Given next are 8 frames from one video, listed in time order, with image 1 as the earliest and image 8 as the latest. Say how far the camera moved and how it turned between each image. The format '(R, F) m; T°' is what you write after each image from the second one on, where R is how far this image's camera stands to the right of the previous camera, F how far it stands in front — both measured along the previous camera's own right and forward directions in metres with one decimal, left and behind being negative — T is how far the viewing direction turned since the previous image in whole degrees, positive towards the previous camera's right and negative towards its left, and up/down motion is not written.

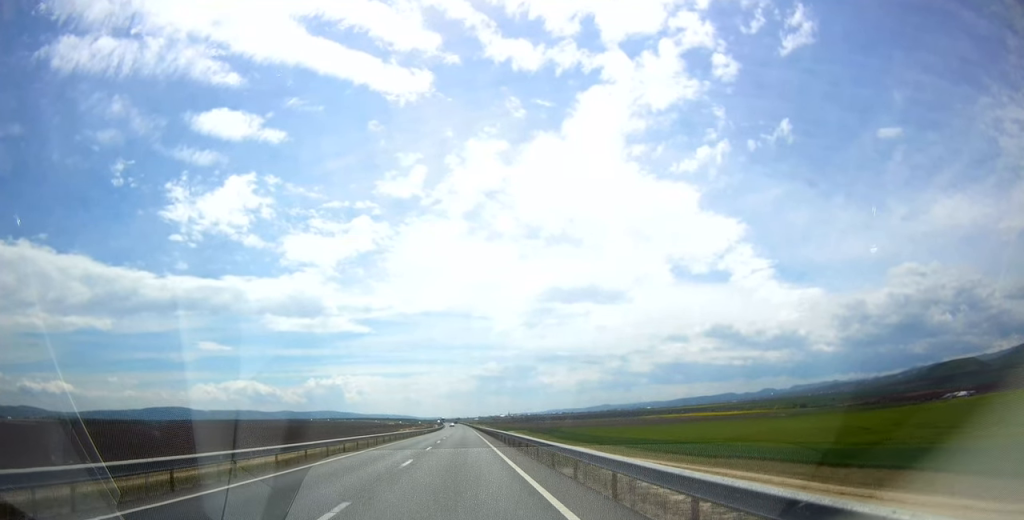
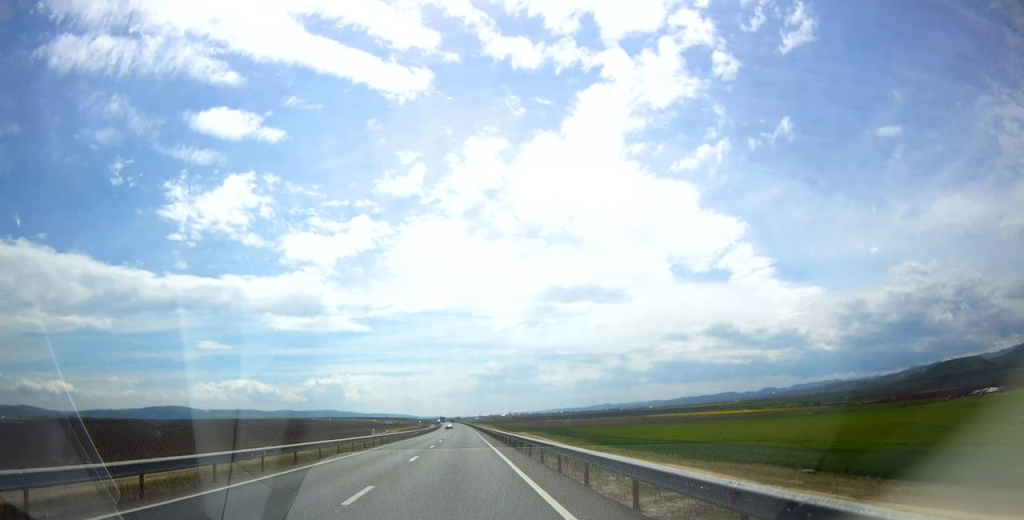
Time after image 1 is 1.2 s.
(0.0, +33.4) m; -1°
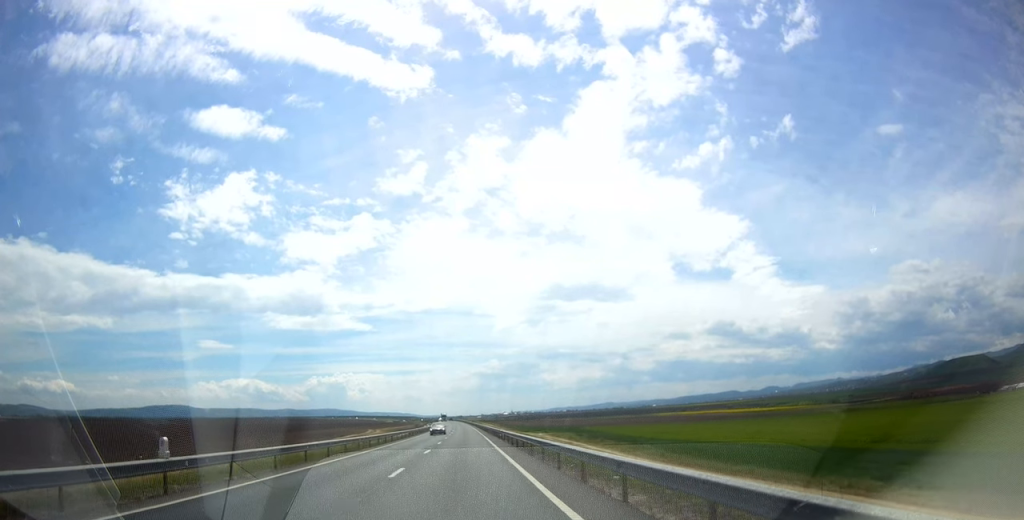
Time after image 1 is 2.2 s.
(-0.3, +31.1) m; -1°
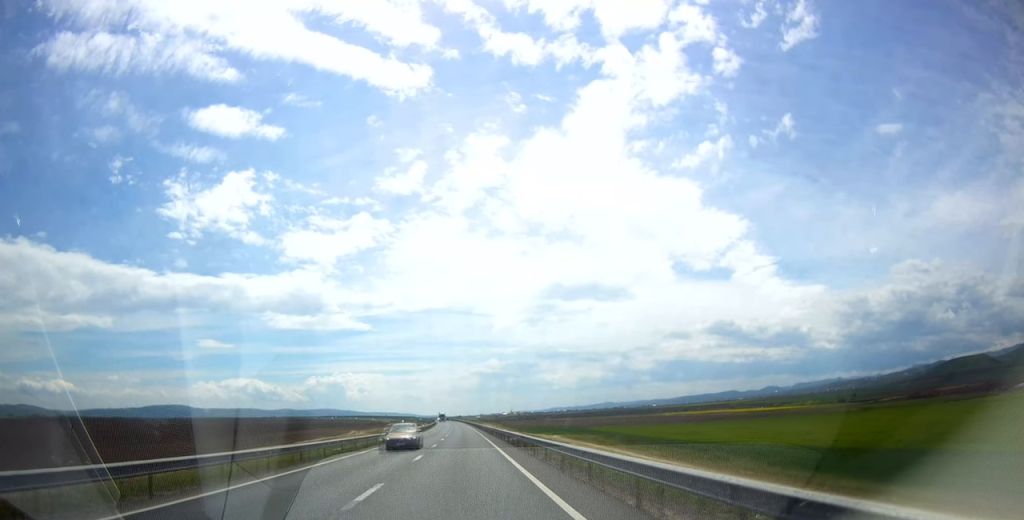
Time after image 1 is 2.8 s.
(0.0, +17.3) m; 0°
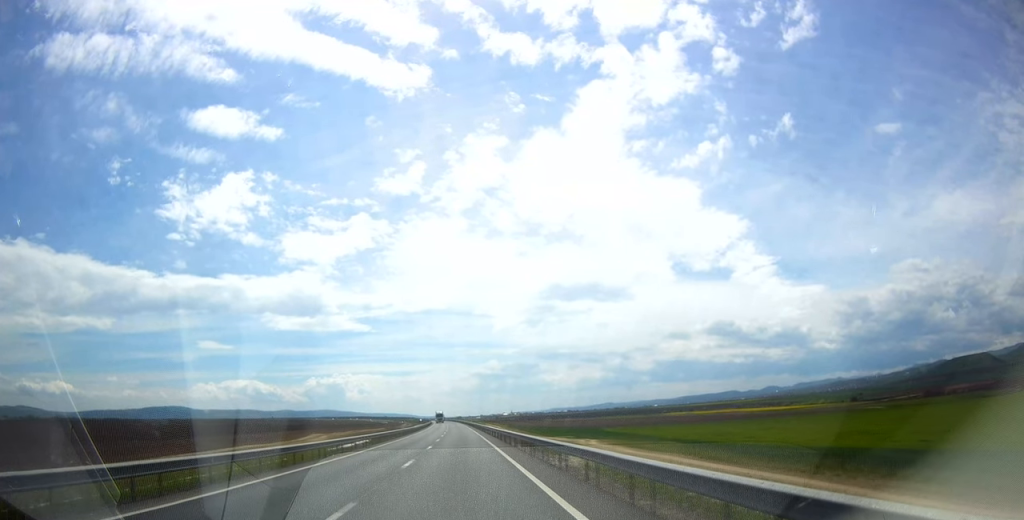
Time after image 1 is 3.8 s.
(+0.2, +27.7) m; +1°
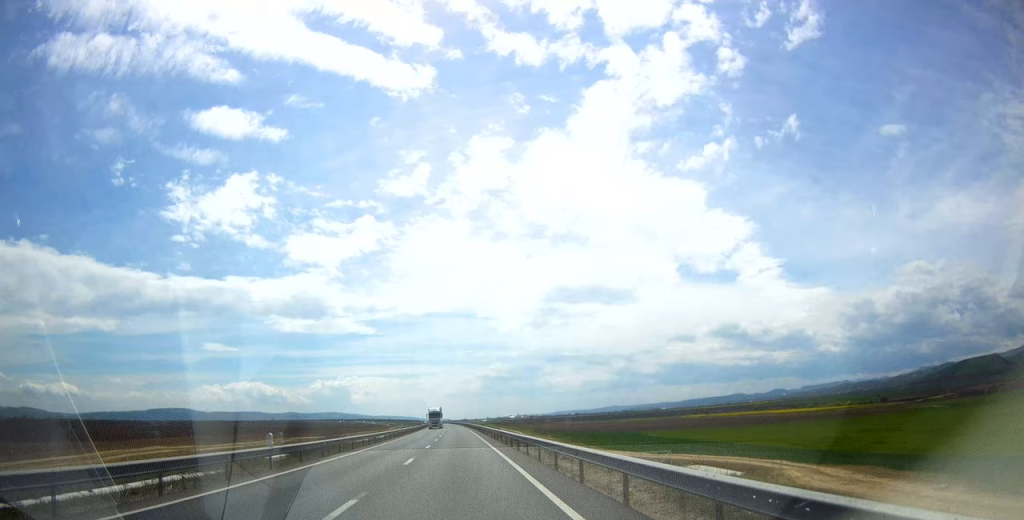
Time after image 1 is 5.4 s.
(+0.2, +47.4) m; 0°
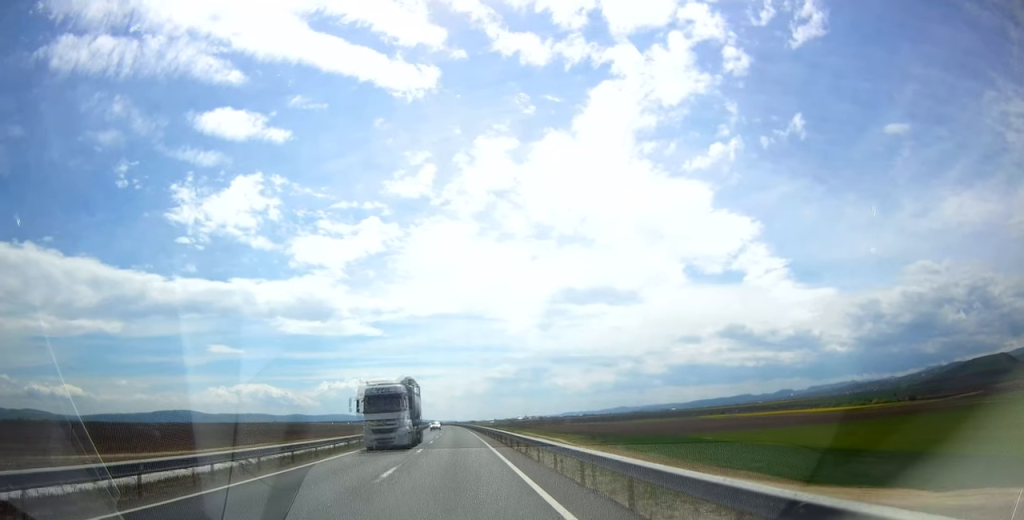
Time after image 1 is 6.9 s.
(-0.1, +41.8) m; -1°
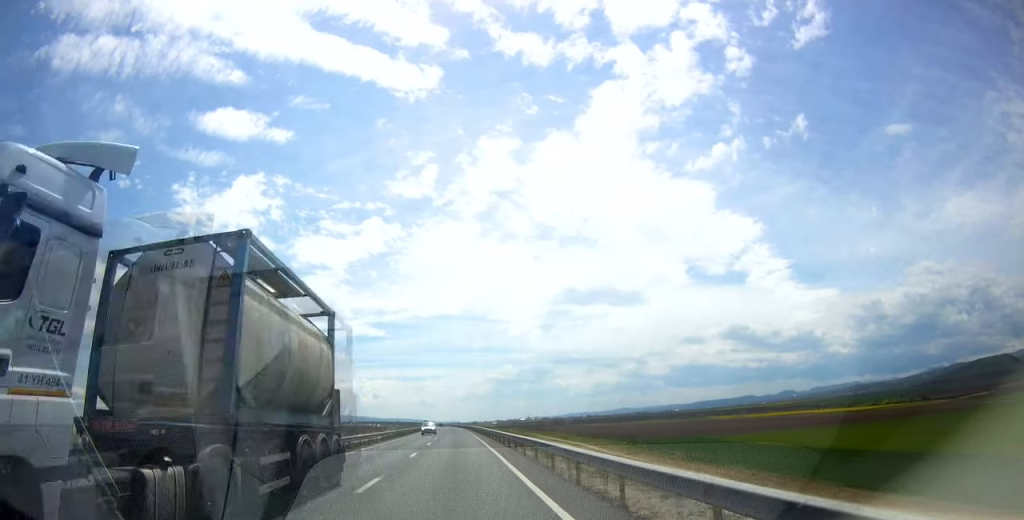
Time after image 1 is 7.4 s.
(0.0, +15.1) m; -1°
